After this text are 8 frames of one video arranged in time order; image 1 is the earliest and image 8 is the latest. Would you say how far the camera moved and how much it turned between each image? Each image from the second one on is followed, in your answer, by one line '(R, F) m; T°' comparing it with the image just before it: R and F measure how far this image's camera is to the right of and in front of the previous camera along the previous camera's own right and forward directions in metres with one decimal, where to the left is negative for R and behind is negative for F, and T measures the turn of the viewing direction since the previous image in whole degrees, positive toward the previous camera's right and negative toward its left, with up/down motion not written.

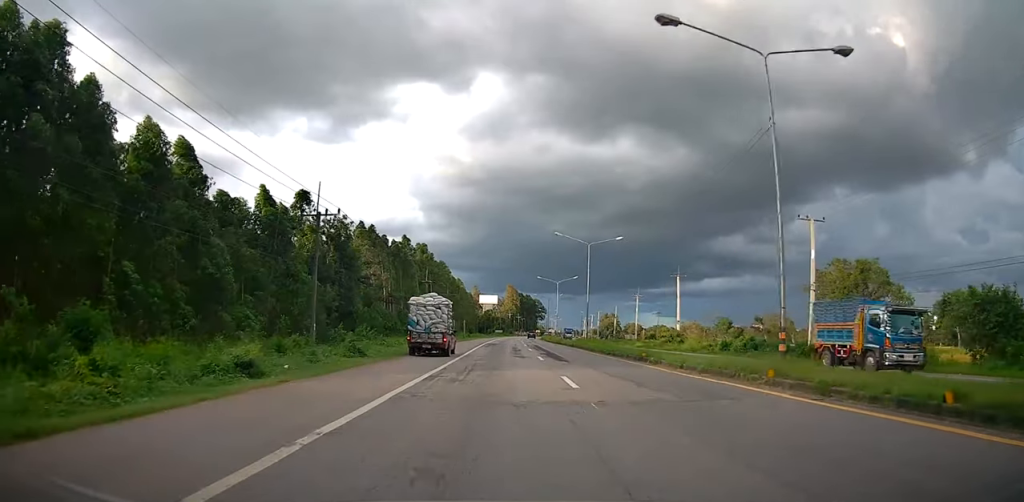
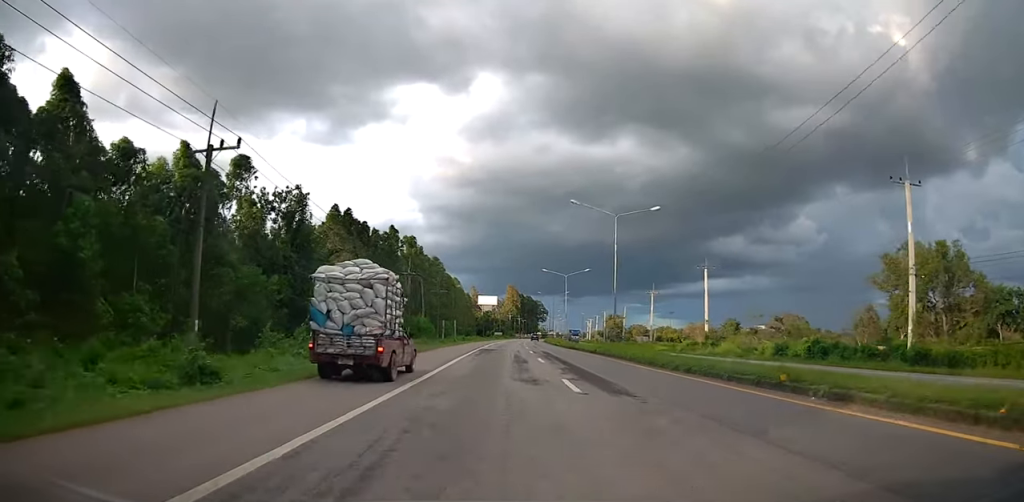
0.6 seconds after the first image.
(0.0, +12.7) m; 0°
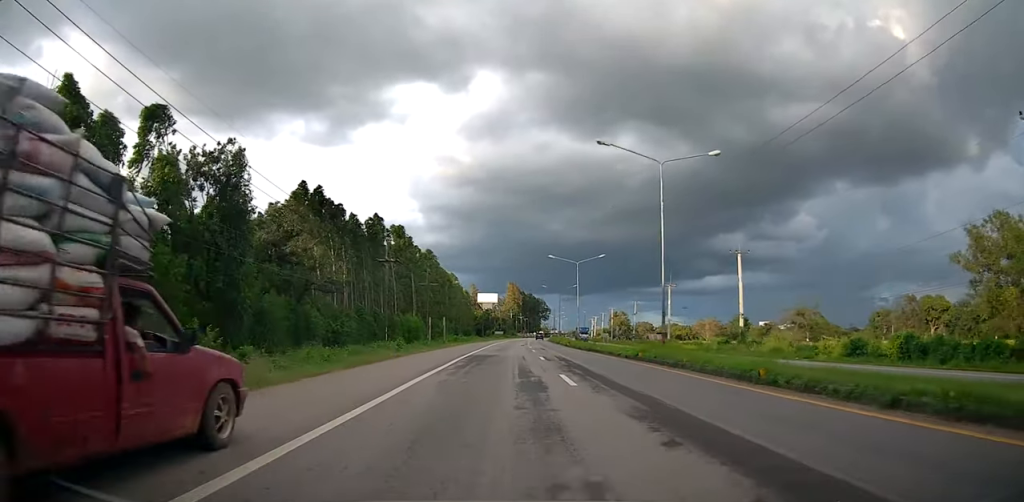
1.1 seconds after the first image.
(0.0, +11.3) m; 0°
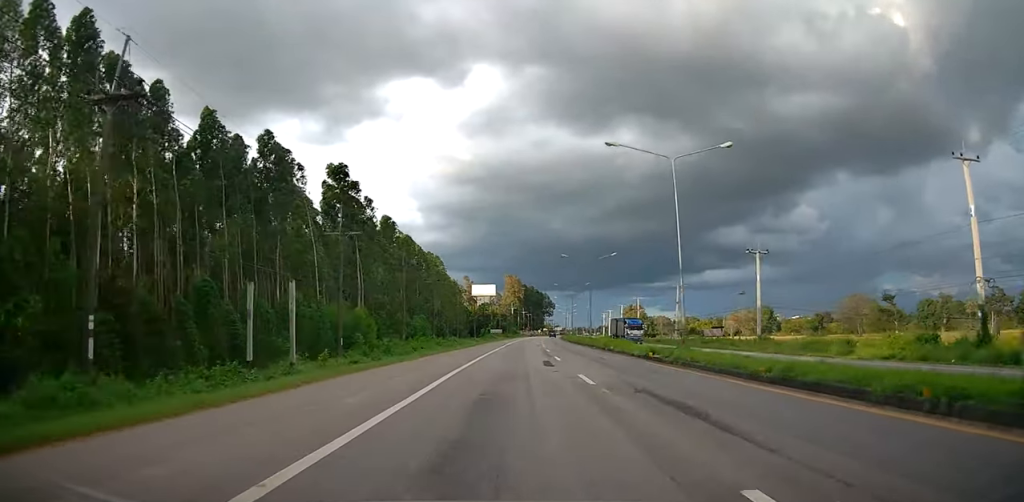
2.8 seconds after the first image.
(-0.1, +35.9) m; 0°
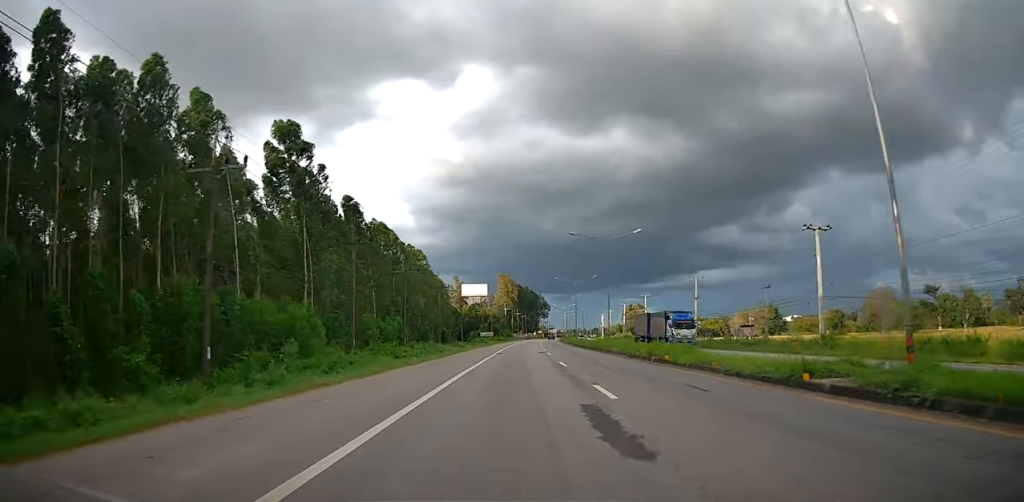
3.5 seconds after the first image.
(0.0, +15.1) m; +1°
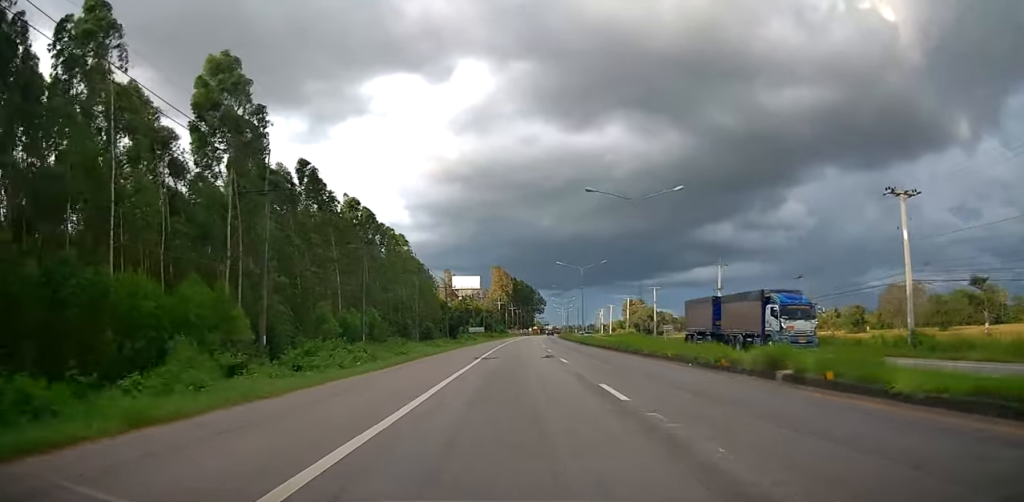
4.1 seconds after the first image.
(0.0, +12.9) m; +1°
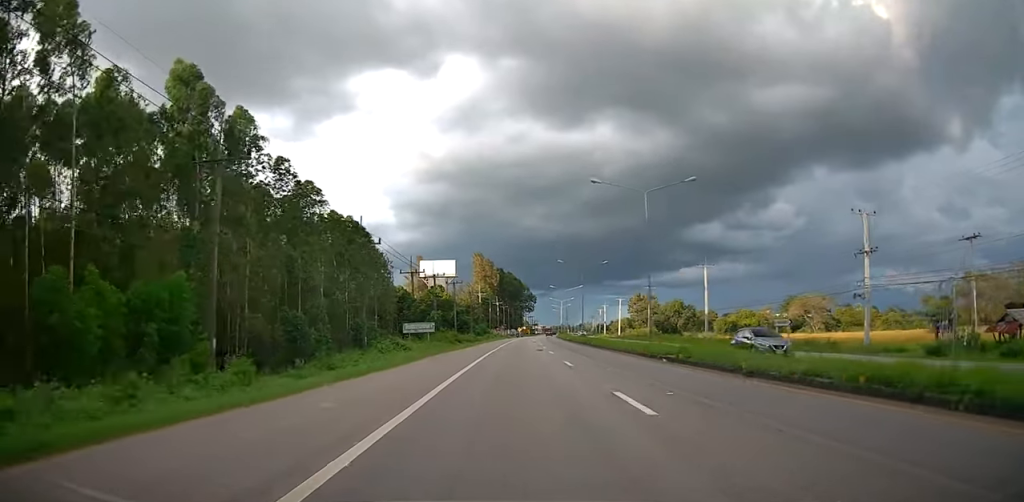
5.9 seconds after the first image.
(-0.1, +37.9) m; 0°
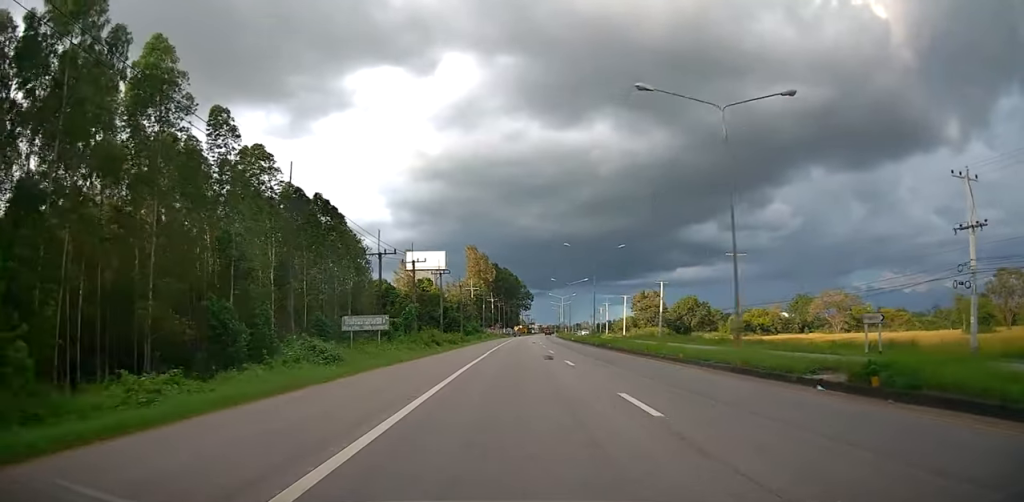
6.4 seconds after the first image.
(+0.3, +12.4) m; +1°
